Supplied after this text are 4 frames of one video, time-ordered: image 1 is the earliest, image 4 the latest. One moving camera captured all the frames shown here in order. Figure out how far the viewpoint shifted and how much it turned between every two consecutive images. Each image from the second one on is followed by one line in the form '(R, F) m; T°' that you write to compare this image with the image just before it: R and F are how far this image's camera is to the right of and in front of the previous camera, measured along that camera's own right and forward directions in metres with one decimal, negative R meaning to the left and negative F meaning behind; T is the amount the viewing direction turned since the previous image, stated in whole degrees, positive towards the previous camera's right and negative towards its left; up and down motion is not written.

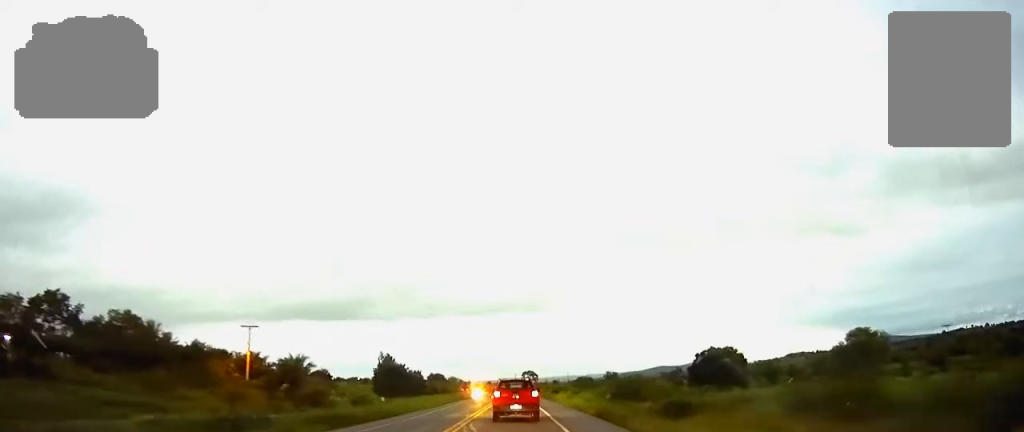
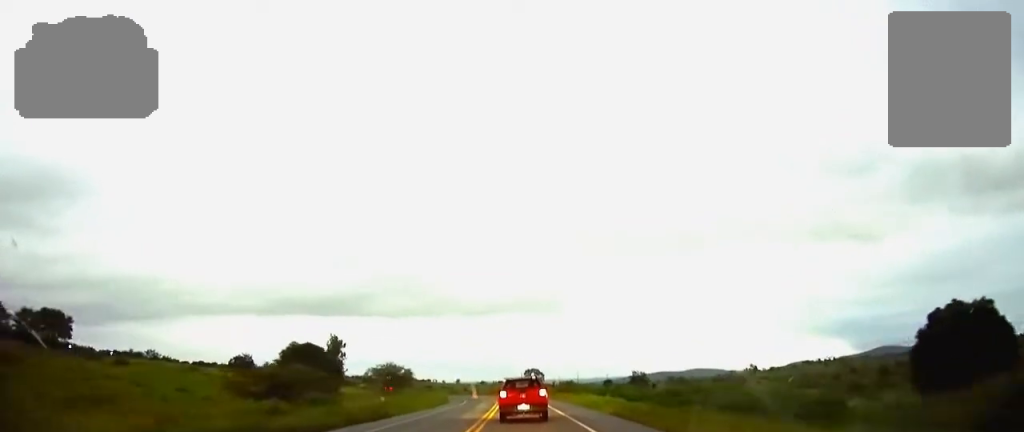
(-0.8, +109.0) m; 0°
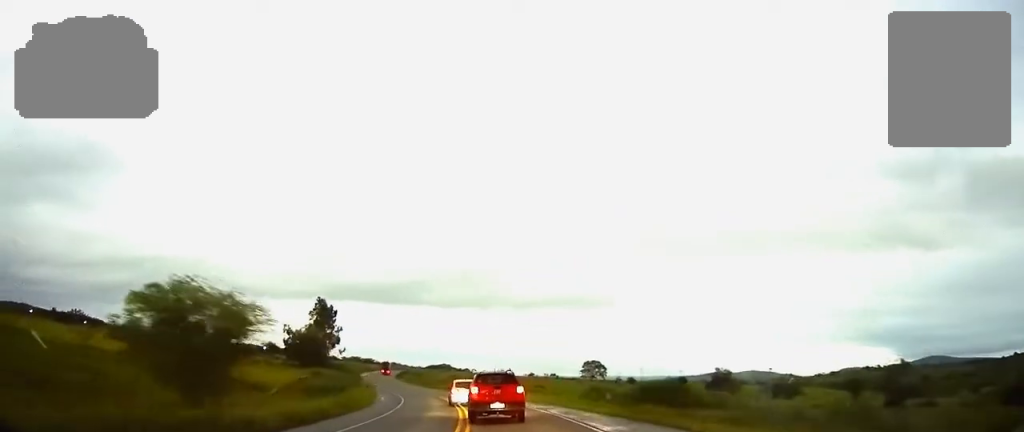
(-1.9, +75.3) m; -5°
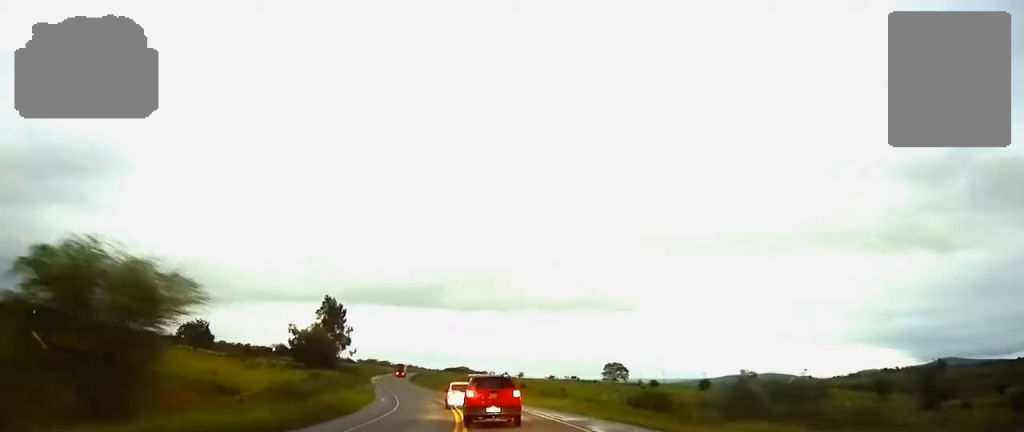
(+0.1, +10.2) m; -2°
